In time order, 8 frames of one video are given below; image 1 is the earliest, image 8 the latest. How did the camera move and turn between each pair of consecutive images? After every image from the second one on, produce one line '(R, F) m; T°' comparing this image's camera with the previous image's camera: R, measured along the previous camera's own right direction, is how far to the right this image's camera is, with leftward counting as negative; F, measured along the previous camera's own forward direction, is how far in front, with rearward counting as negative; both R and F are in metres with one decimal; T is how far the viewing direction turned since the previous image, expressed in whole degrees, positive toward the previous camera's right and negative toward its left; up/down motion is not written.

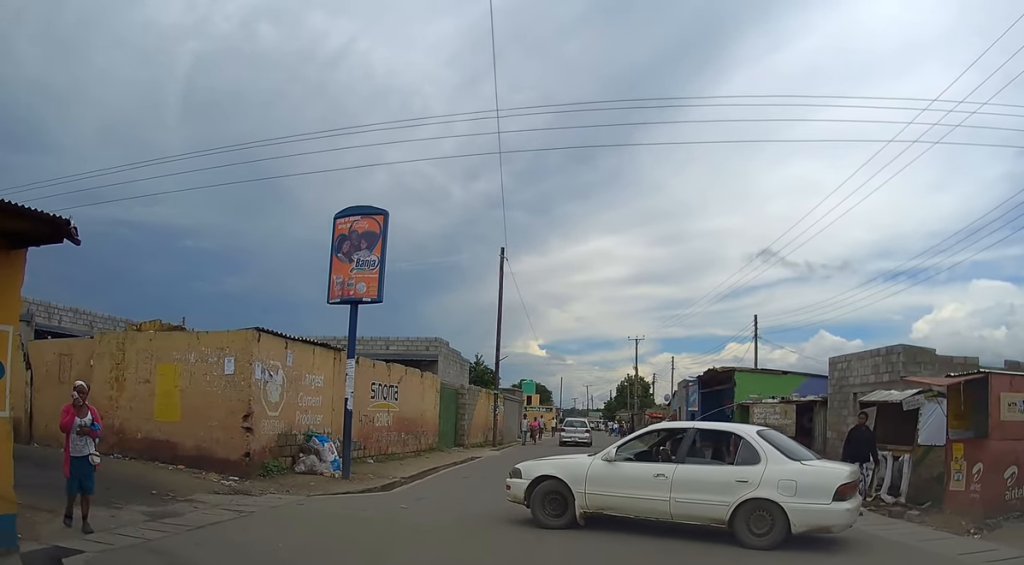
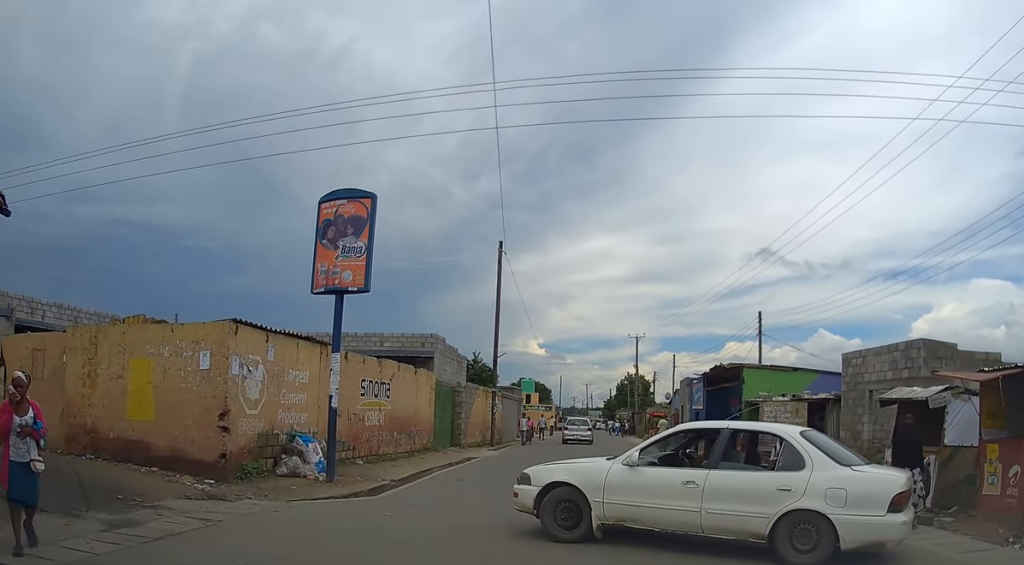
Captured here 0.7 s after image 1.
(-0.1, +1.1) m; -1°
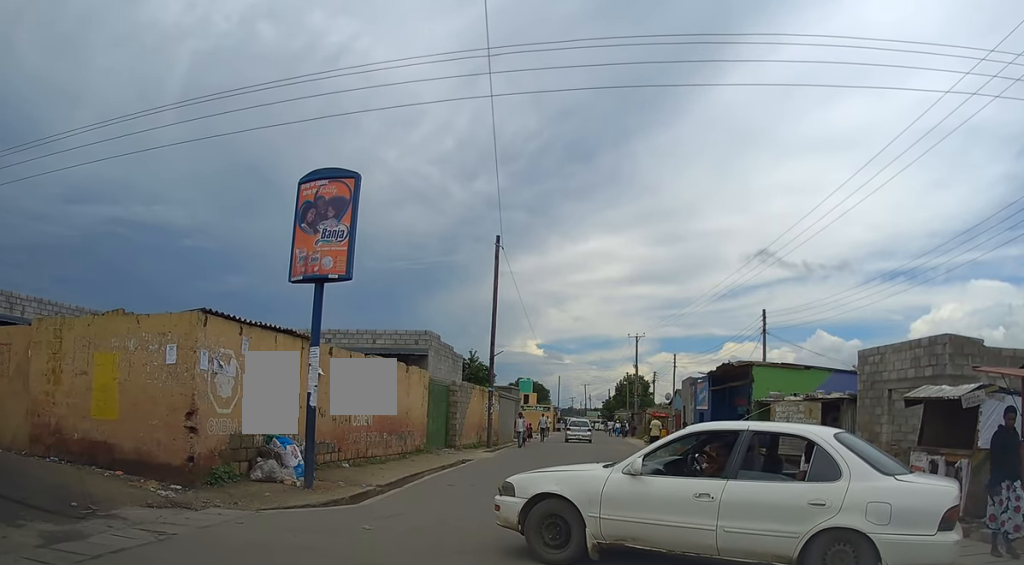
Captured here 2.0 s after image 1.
(+0.1, +1.4) m; 0°
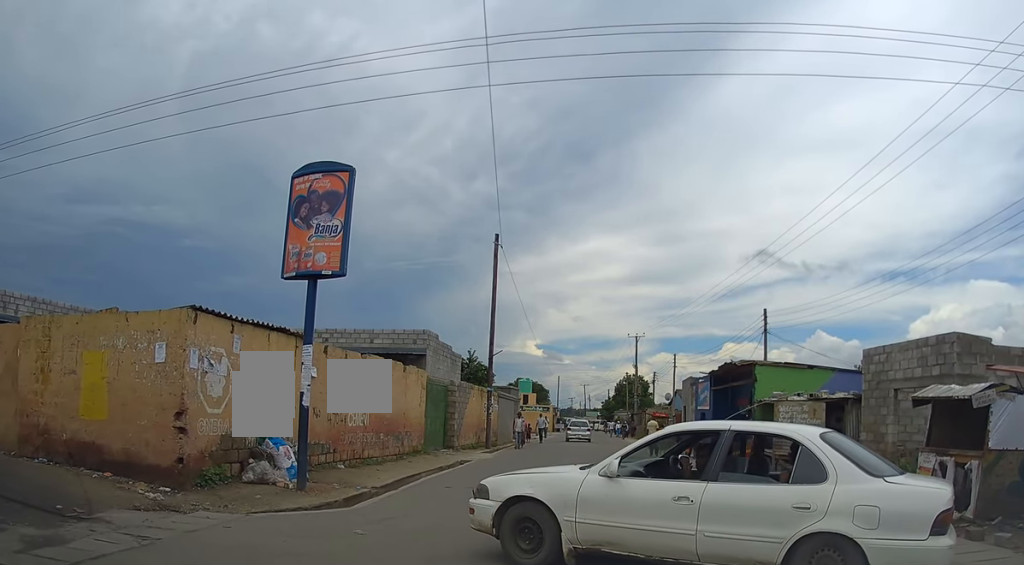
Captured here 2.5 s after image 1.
(0.0, +0.4) m; 0°
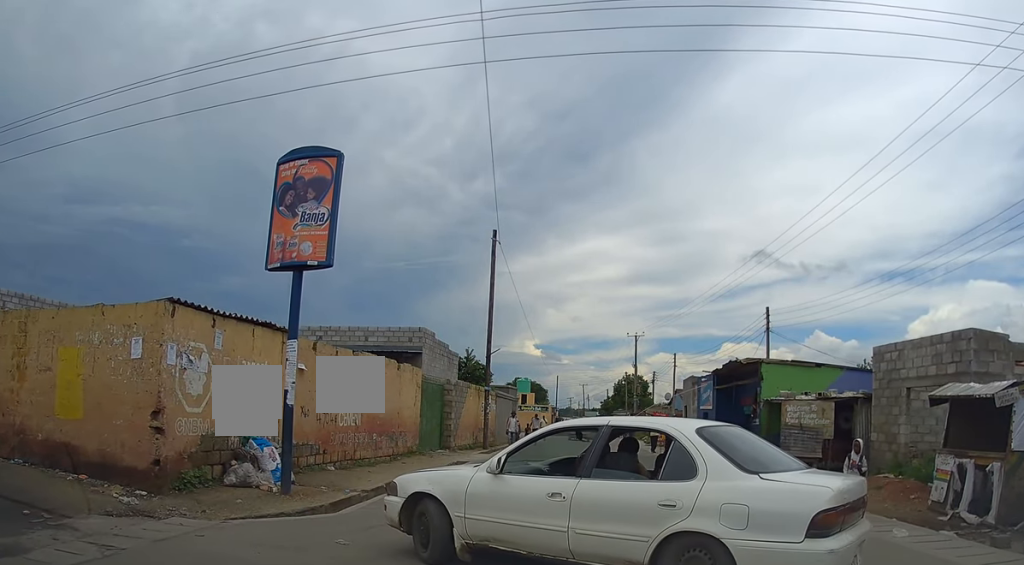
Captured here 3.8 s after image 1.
(+0.1, +0.7) m; 0°
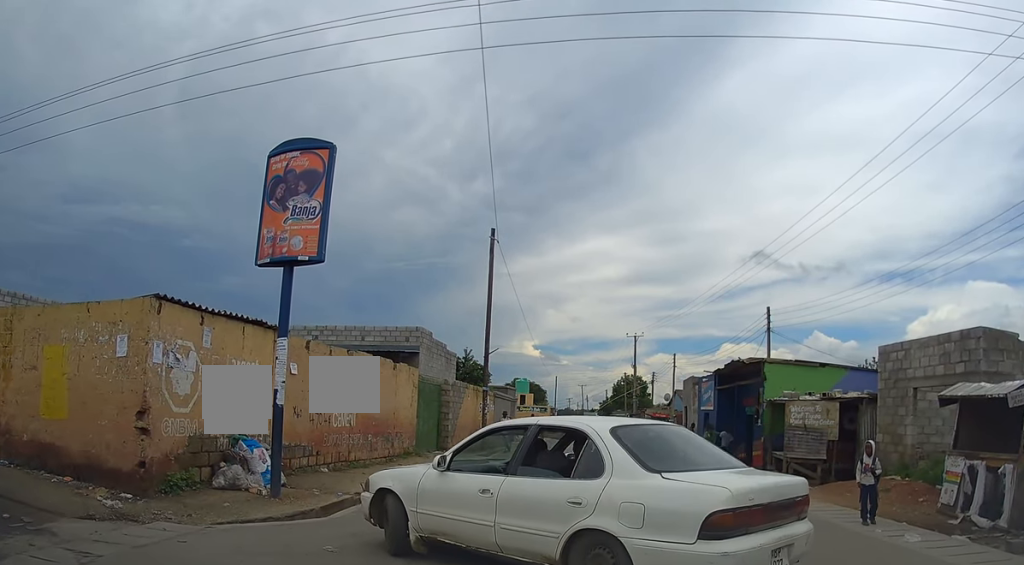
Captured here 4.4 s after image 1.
(0.0, +0.4) m; 0°
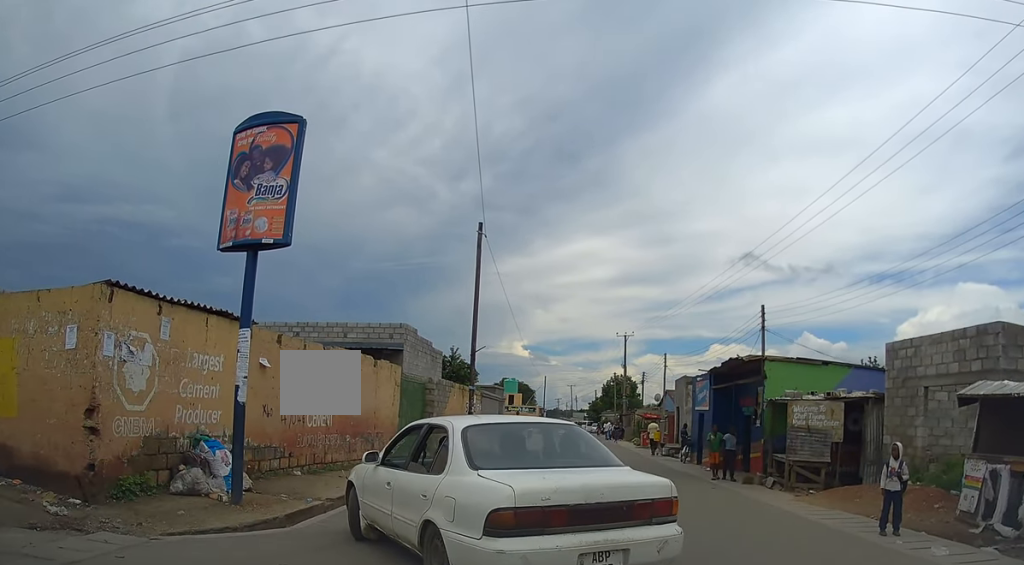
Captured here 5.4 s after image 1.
(+0.1, +0.8) m; 0°
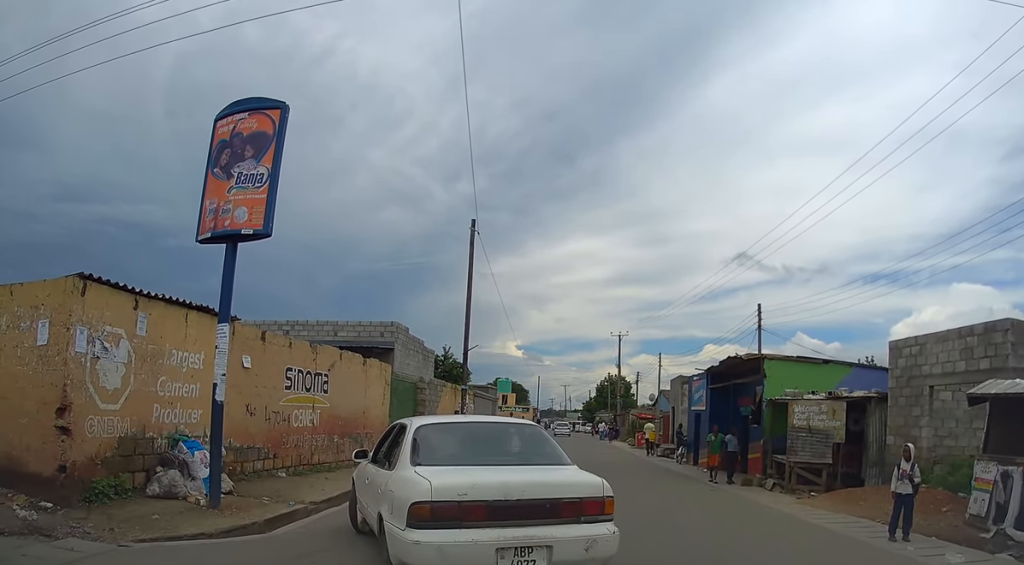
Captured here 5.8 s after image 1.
(0.0, +0.4) m; 0°
